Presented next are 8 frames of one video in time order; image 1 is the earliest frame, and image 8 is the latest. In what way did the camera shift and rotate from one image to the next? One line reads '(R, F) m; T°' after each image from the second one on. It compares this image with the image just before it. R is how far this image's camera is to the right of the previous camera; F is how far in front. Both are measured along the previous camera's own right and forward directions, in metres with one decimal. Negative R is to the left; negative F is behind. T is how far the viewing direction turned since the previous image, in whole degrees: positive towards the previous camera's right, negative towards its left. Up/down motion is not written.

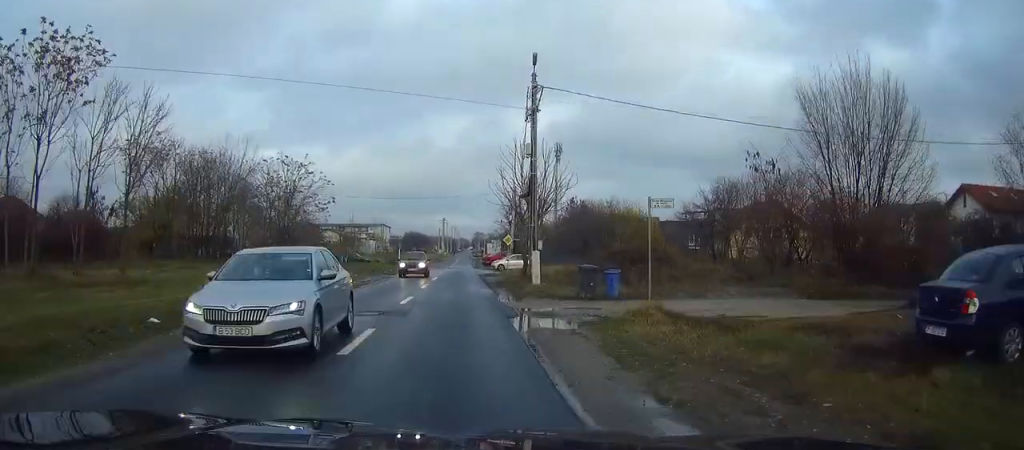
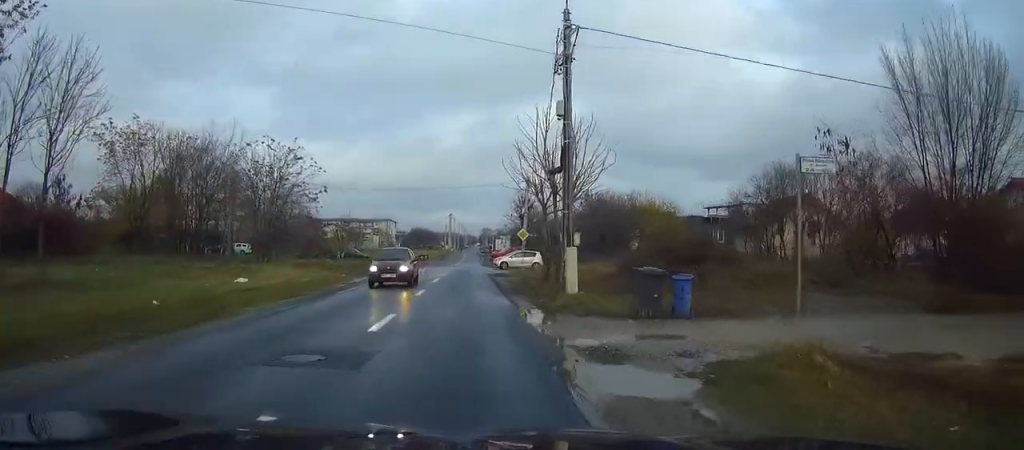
(-0.1, +7.3) m; 0°
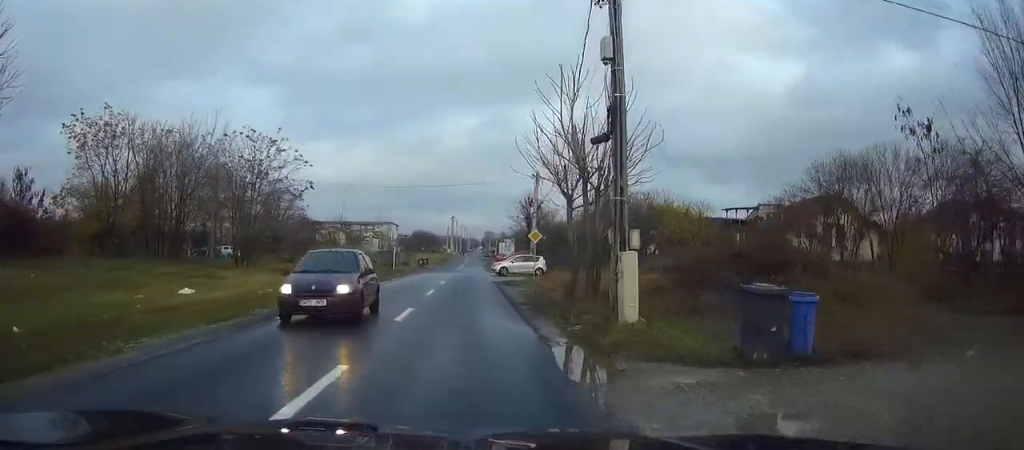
(0.0, +6.4) m; 0°
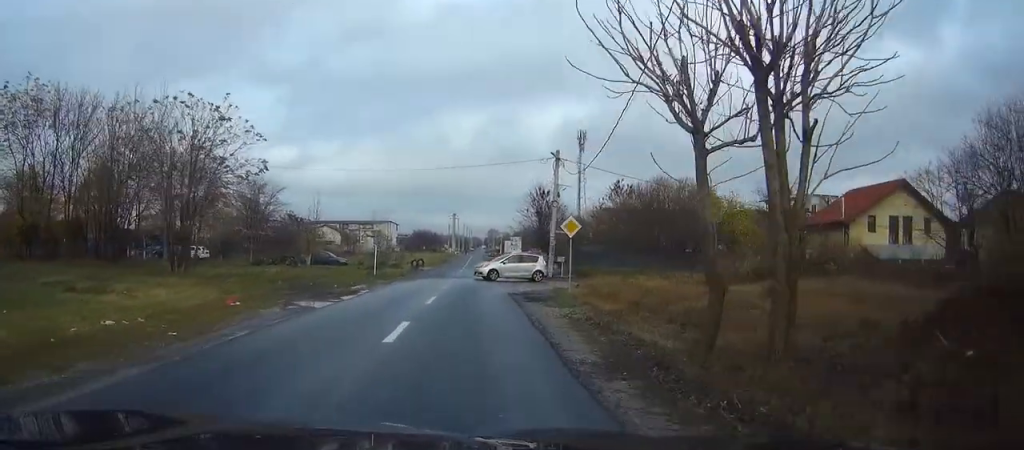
(-0.1, +12.8) m; -1°
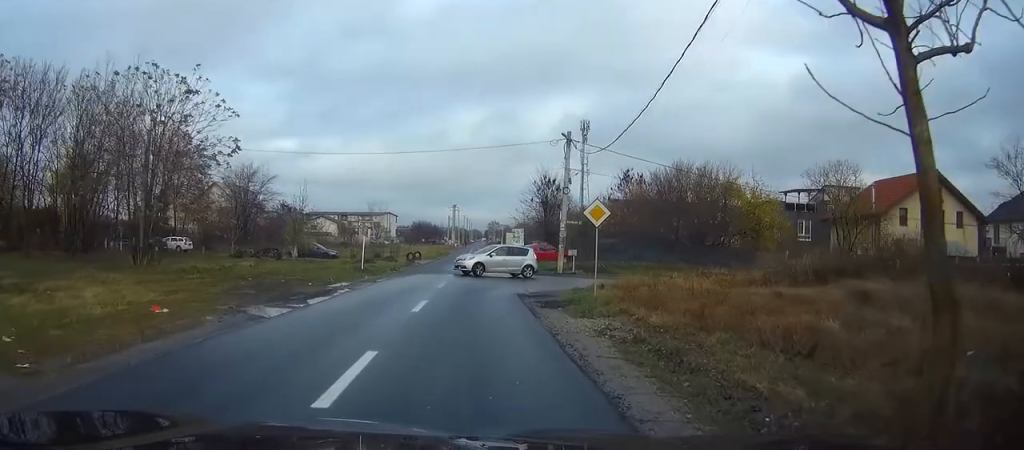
(0.0, +5.3) m; -1°
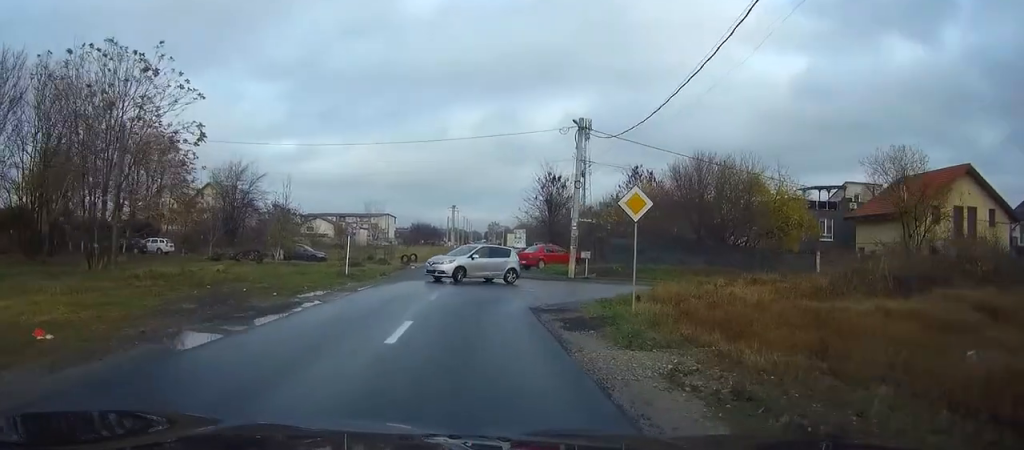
(0.0, +5.1) m; 0°
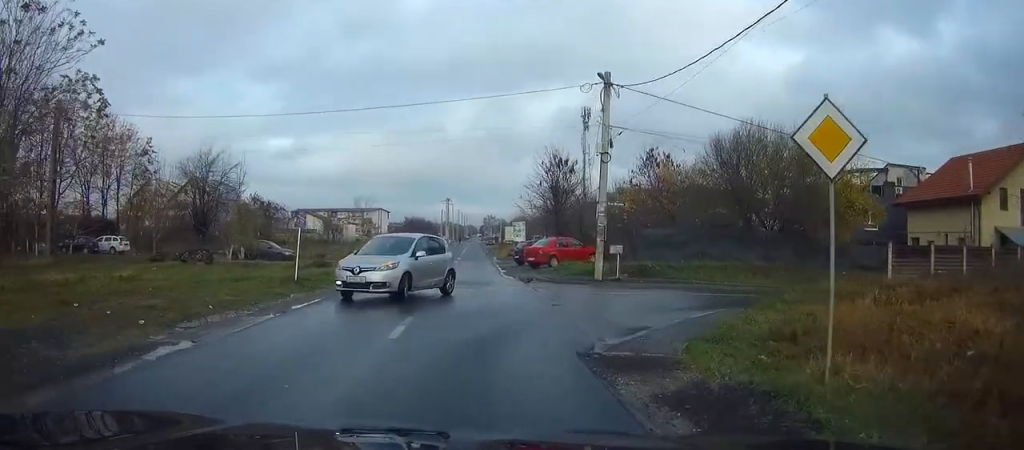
(0.0, +10.0) m; 0°
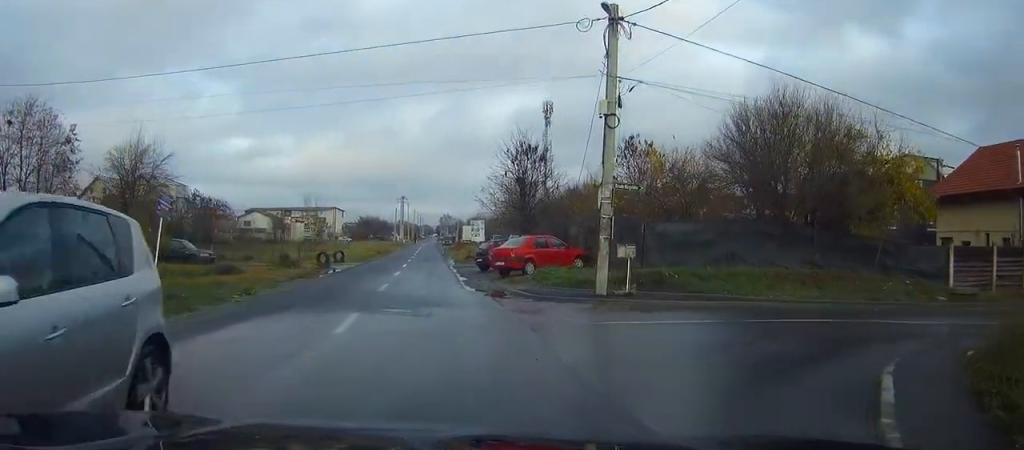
(0.0, +9.8) m; +1°
